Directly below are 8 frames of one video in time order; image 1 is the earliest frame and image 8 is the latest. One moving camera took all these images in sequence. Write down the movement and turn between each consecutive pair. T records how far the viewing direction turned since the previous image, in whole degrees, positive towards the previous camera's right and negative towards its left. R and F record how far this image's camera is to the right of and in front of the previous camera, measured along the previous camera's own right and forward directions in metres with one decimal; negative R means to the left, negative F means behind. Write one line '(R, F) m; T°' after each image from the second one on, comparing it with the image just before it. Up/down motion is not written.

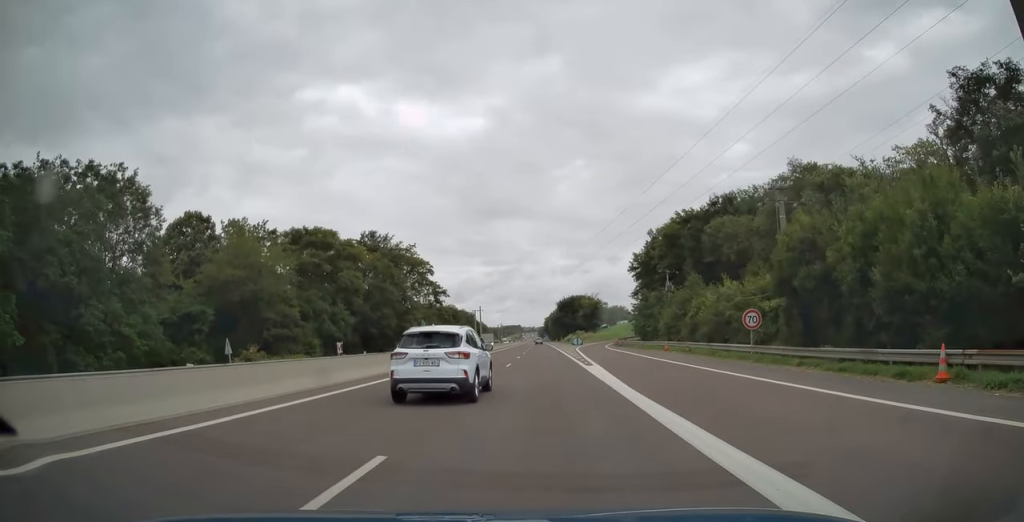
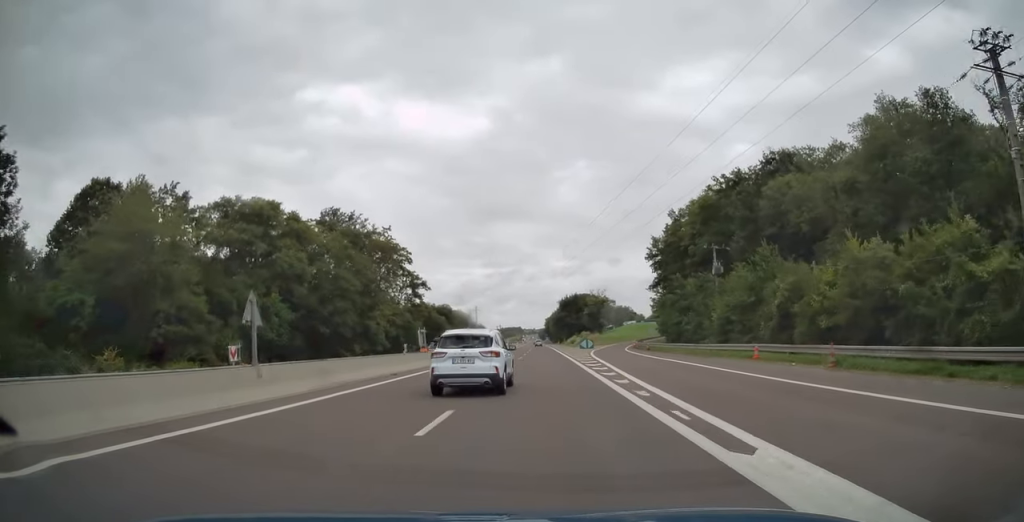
(-0.1, +21.4) m; 0°
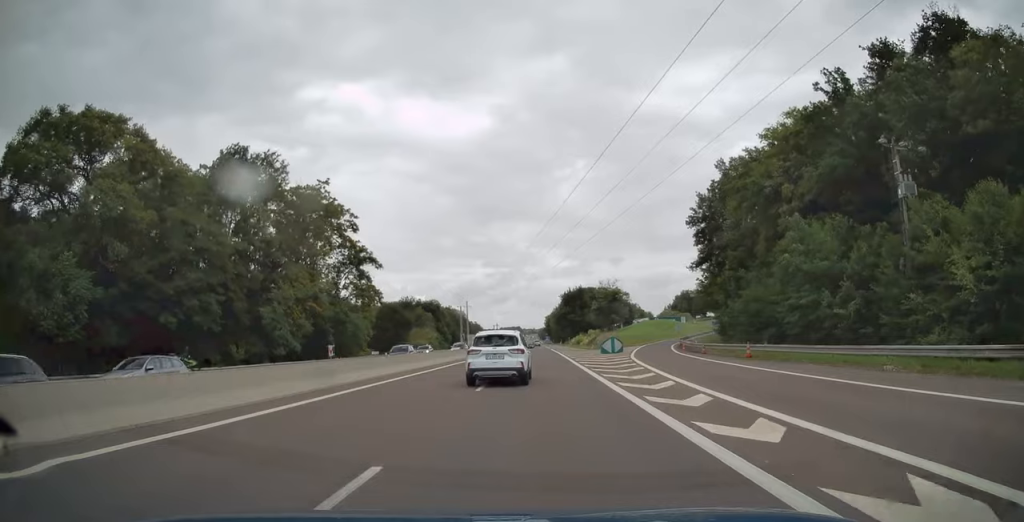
(-0.1, +31.2) m; 0°
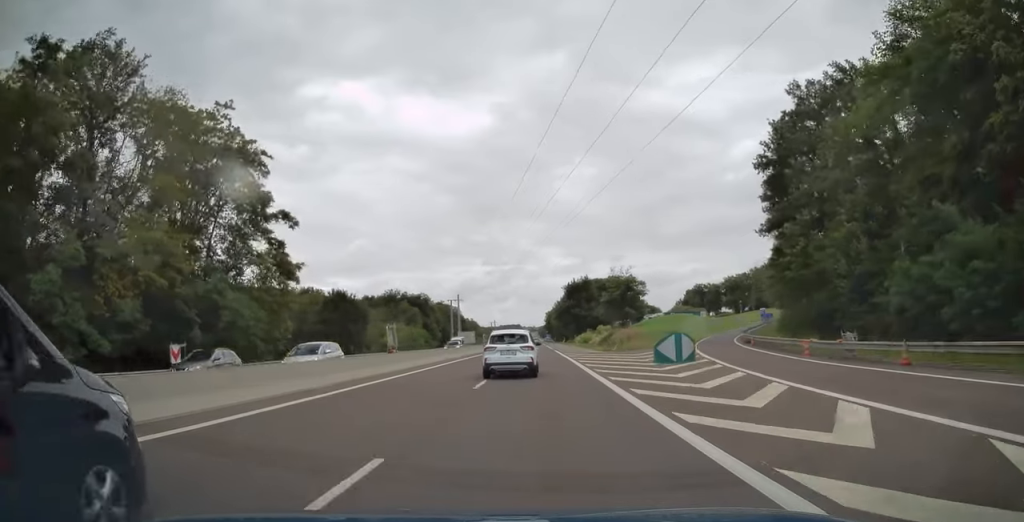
(0.0, +25.7) m; 0°
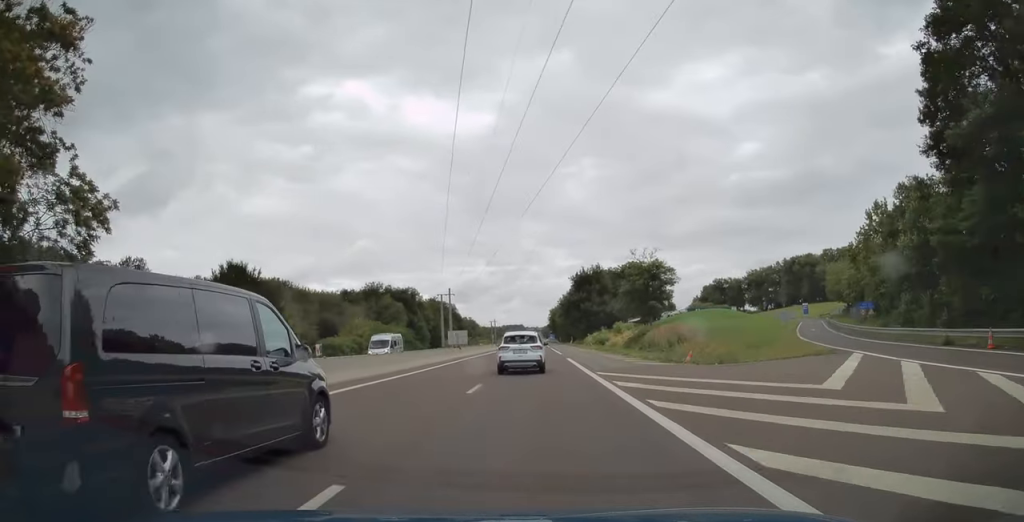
(0.0, +27.3) m; 0°
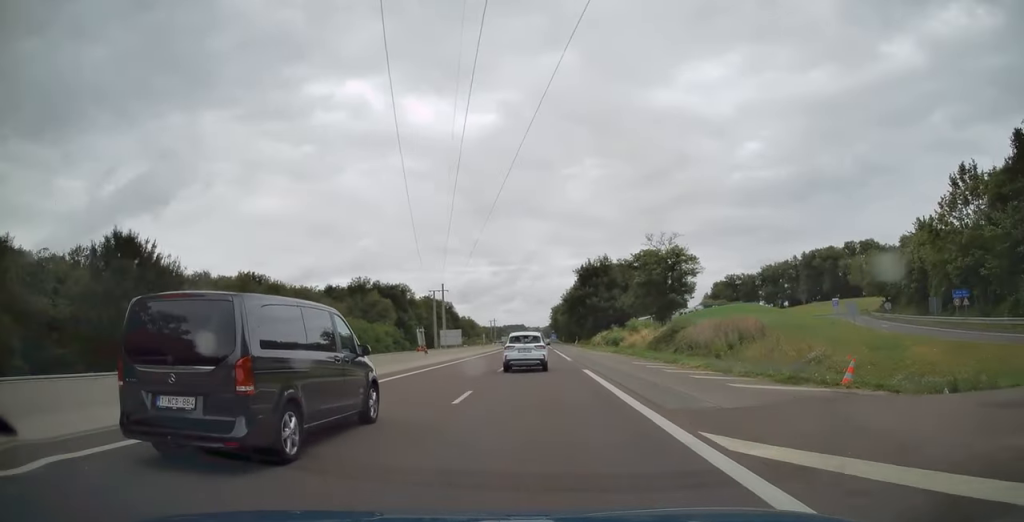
(+0.1, +15.3) m; 0°
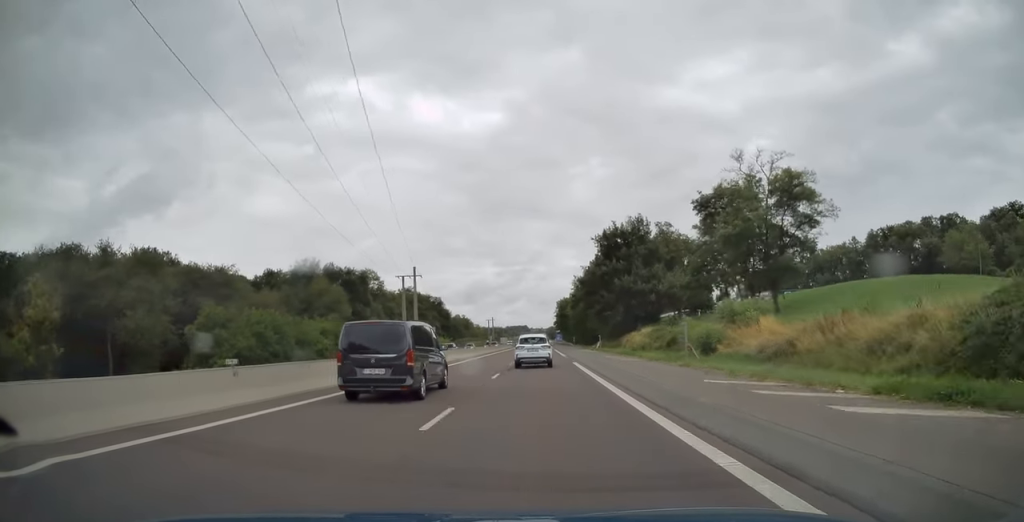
(-0.2, +42.8) m; 0°
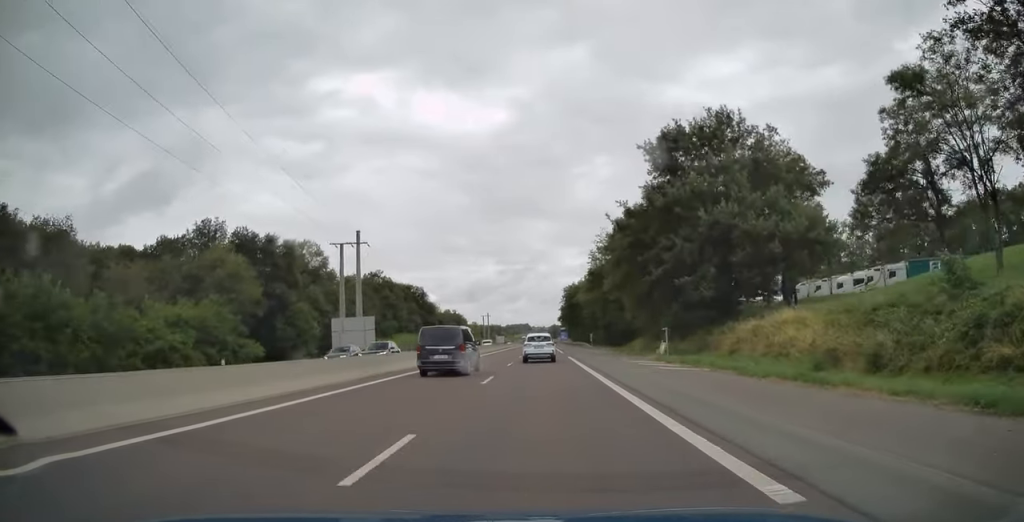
(-0.1, +42.9) m; 0°
